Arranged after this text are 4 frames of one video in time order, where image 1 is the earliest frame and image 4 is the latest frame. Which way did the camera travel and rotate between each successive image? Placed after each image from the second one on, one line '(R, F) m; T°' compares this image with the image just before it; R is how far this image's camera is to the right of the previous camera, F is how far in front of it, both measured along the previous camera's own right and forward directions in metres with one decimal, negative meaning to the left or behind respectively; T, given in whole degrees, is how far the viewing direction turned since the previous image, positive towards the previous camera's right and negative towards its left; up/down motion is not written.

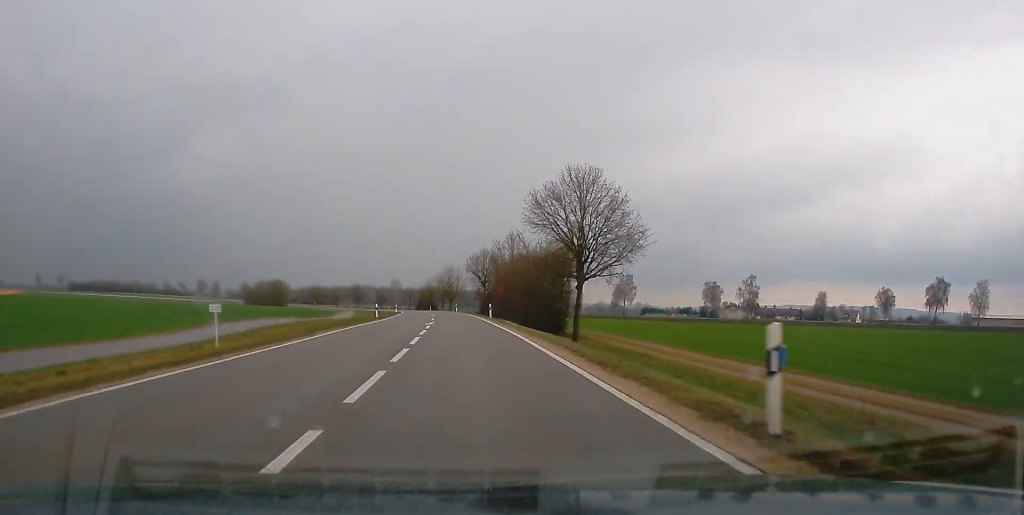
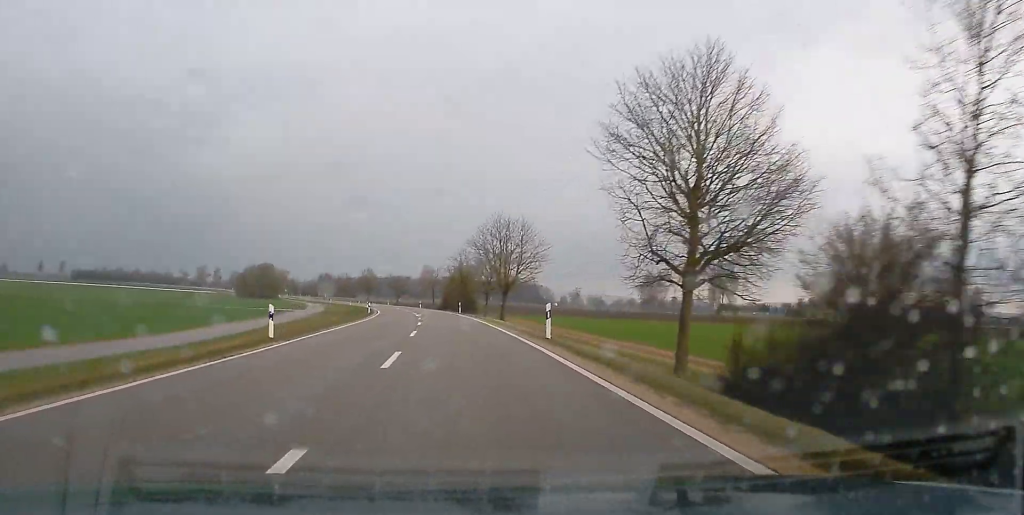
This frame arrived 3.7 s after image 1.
(-2.6, +84.5) m; -4°
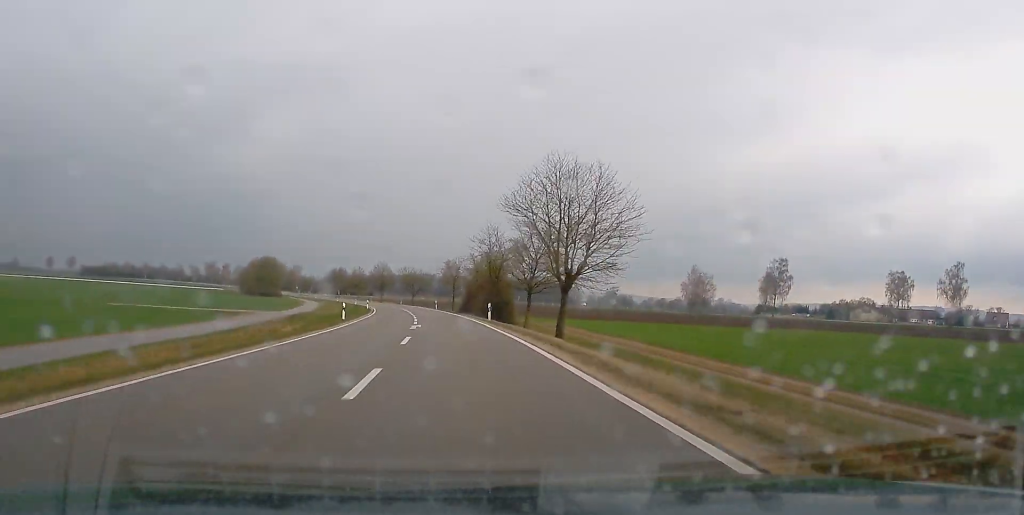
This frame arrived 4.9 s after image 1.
(-0.1, +28.1) m; -2°
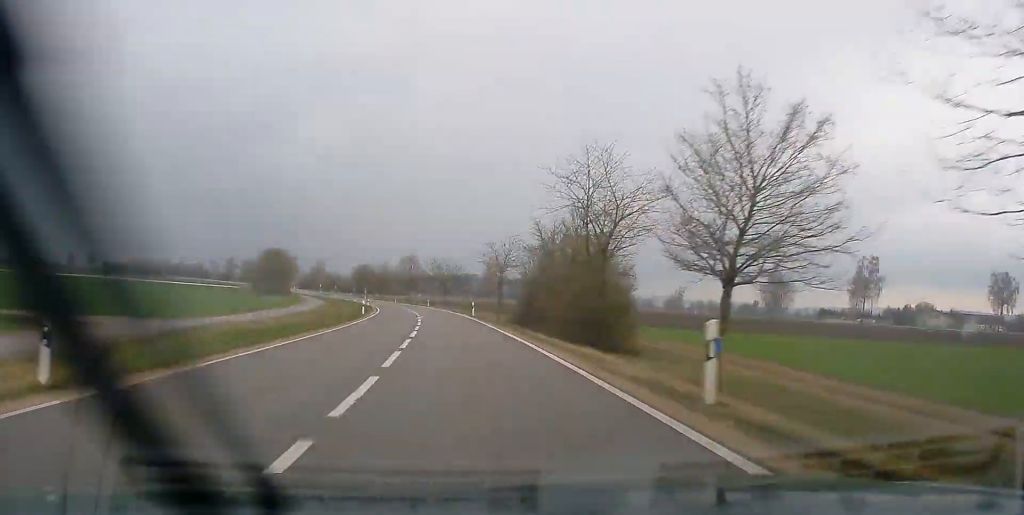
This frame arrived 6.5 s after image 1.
(-1.0, +36.2) m; -3°
